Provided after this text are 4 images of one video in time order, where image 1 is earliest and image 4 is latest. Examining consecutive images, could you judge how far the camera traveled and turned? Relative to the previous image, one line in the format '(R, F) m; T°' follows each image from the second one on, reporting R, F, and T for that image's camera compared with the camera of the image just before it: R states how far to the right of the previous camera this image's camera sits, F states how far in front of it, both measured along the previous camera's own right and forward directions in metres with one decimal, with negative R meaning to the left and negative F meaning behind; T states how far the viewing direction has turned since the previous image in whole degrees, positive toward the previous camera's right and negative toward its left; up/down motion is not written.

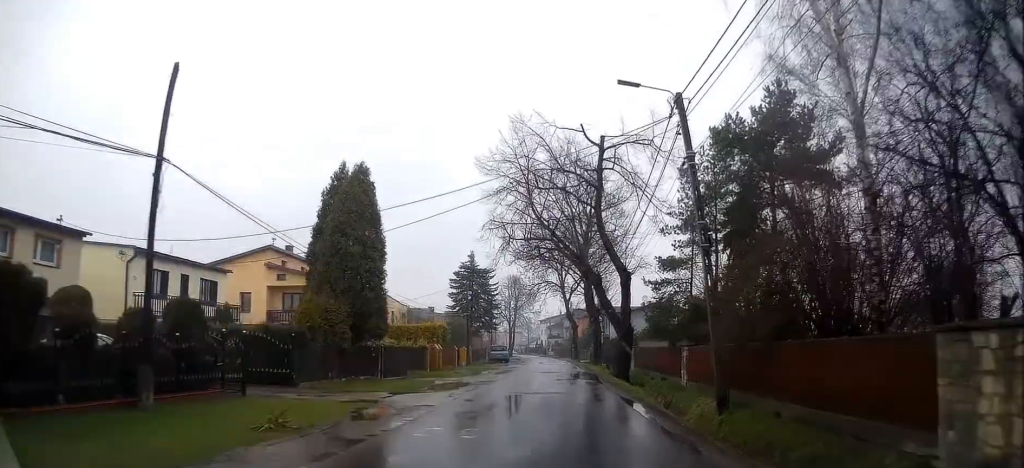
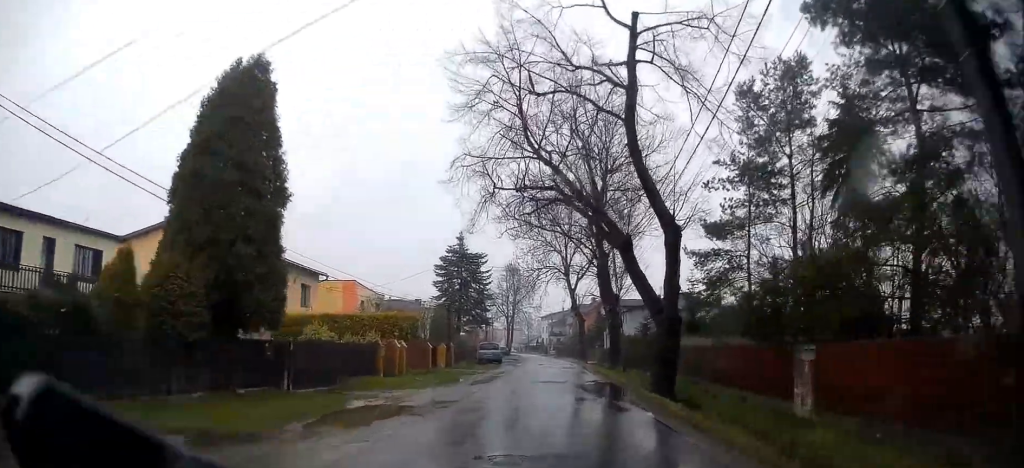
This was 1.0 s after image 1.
(+0.1, +10.6) m; 0°
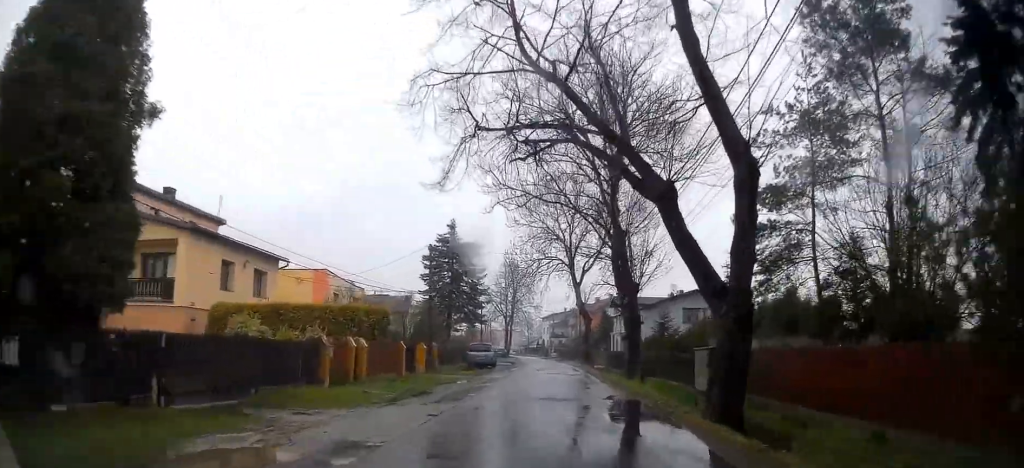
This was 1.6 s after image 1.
(0.0, +6.8) m; 0°
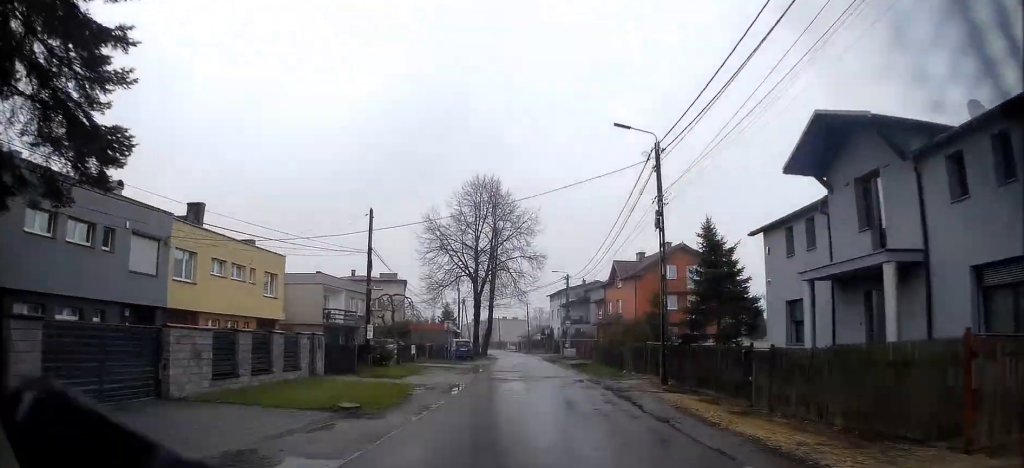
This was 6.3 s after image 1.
(-0.6, +49.7) m; -1°
